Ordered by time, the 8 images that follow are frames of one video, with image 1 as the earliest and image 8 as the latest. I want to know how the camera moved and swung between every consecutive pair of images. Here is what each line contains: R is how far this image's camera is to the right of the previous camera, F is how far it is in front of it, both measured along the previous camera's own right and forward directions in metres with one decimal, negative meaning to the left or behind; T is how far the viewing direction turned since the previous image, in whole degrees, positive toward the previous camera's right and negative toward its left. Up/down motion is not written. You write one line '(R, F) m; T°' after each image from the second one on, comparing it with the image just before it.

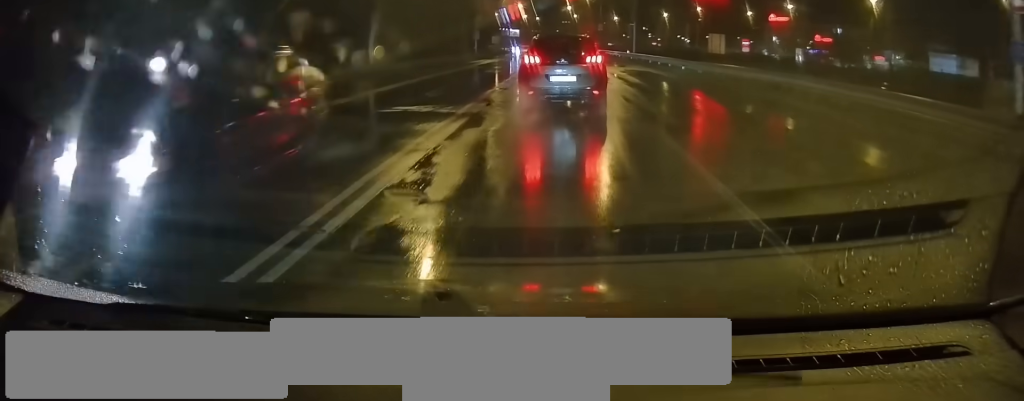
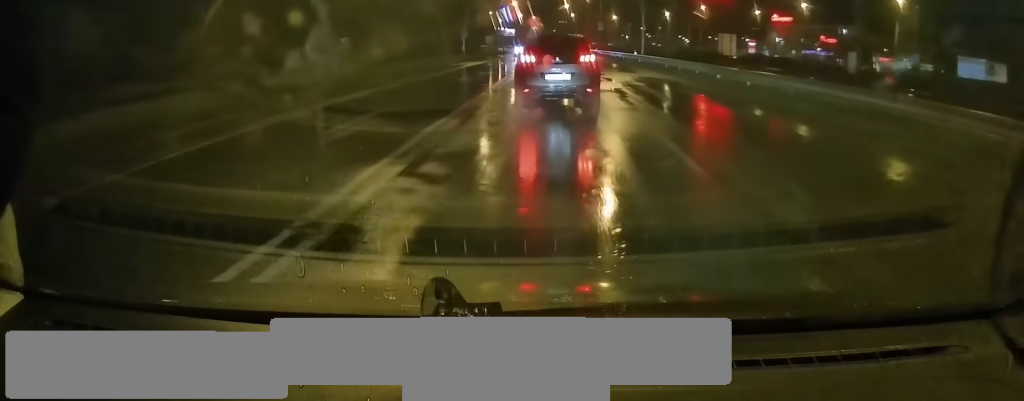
(0.0, +8.6) m; 0°
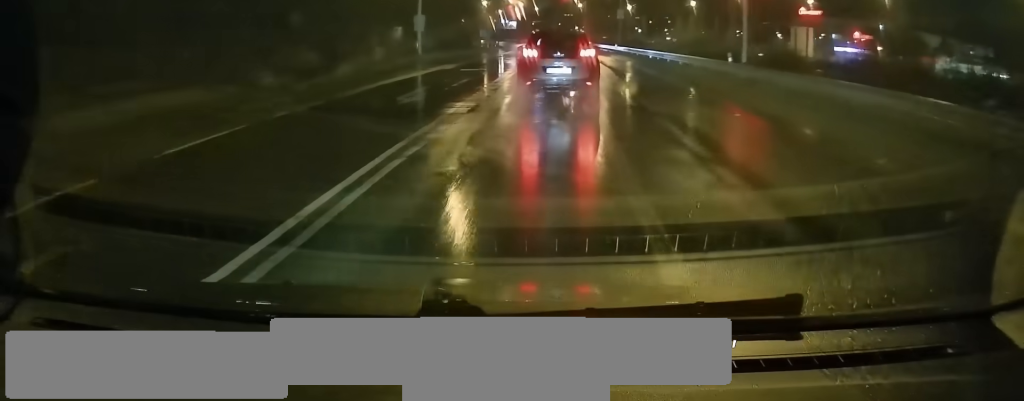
(-0.2, +28.3) m; -1°
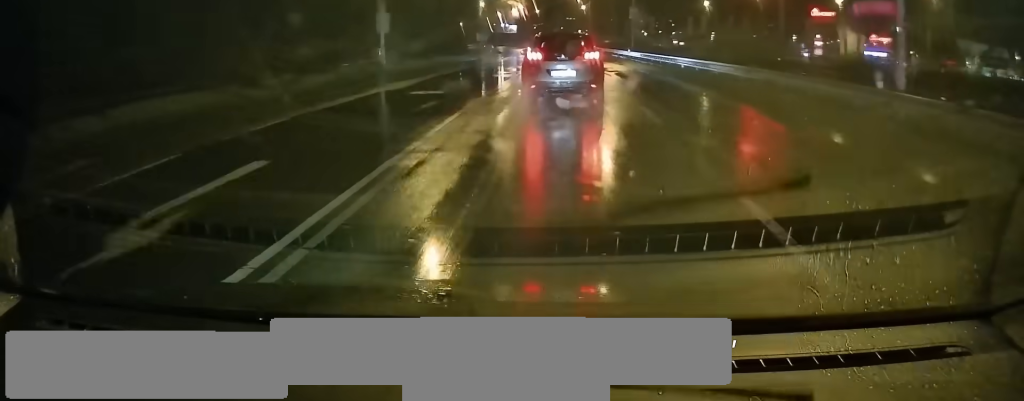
(-0.1, +11.1) m; 0°
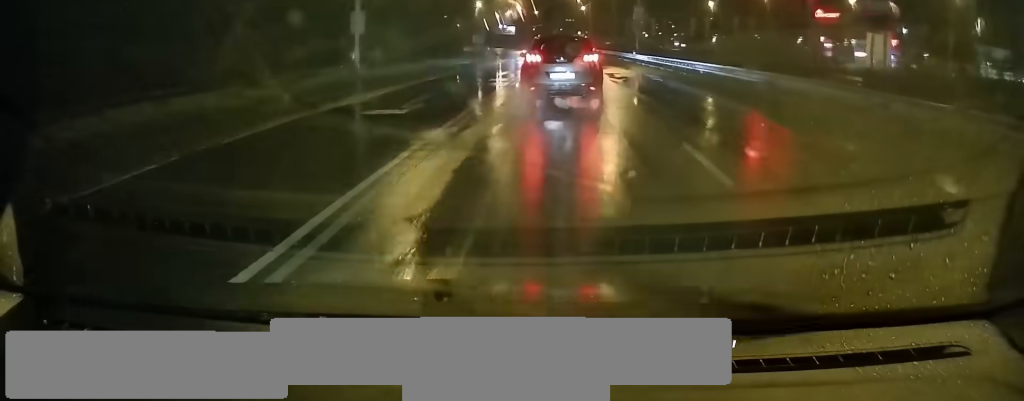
(0.0, +5.4) m; 0°
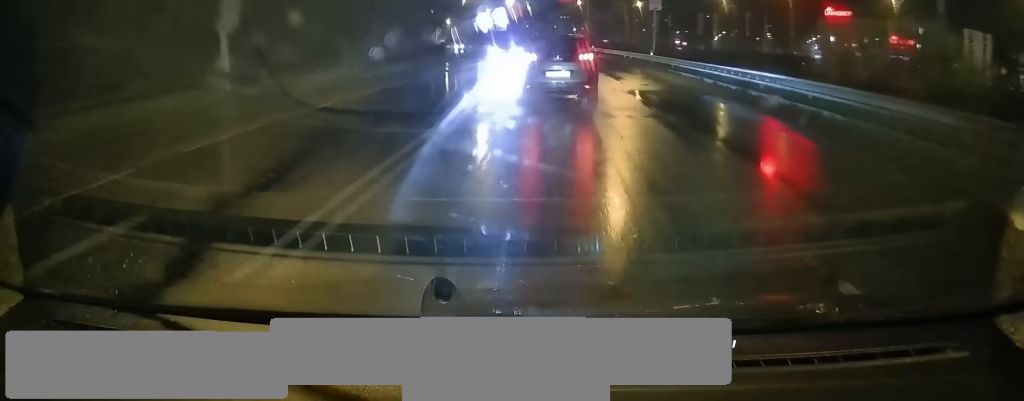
(0.0, +13.6) m; 0°
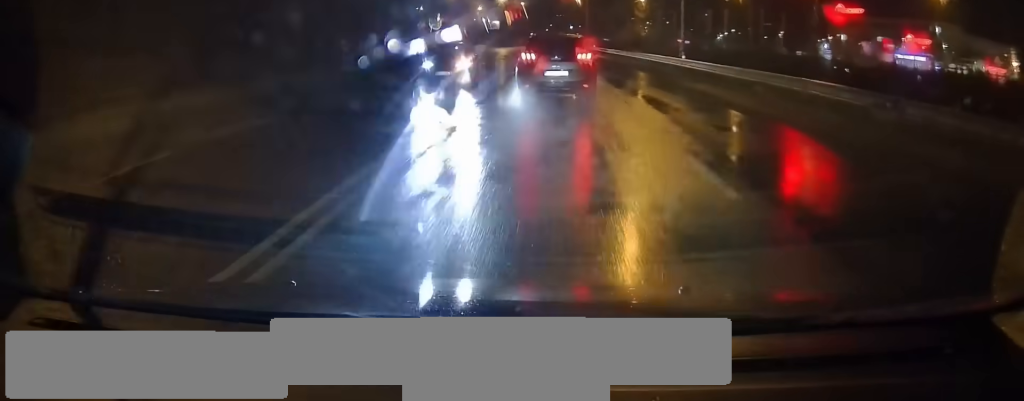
(0.0, +12.2) m; 0°
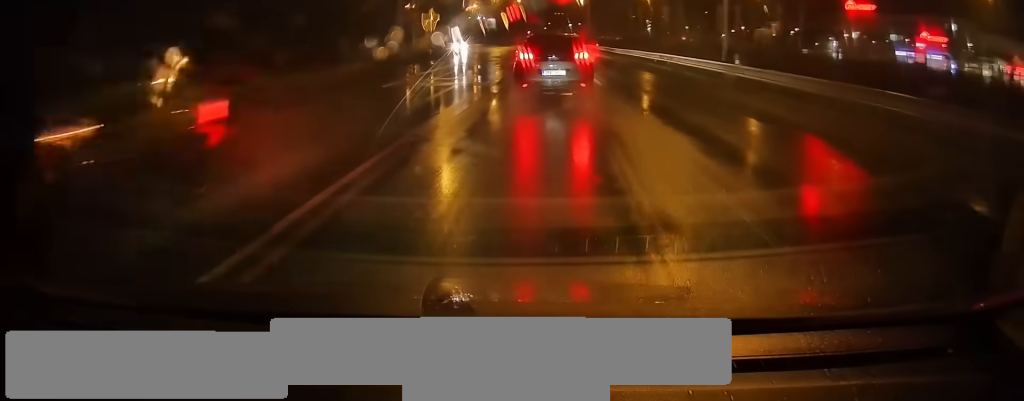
(0.0, +9.5) m; 0°
